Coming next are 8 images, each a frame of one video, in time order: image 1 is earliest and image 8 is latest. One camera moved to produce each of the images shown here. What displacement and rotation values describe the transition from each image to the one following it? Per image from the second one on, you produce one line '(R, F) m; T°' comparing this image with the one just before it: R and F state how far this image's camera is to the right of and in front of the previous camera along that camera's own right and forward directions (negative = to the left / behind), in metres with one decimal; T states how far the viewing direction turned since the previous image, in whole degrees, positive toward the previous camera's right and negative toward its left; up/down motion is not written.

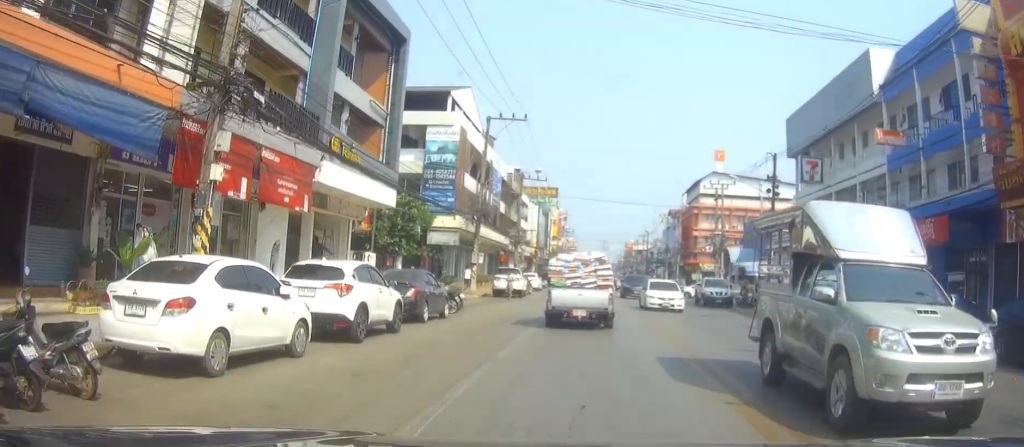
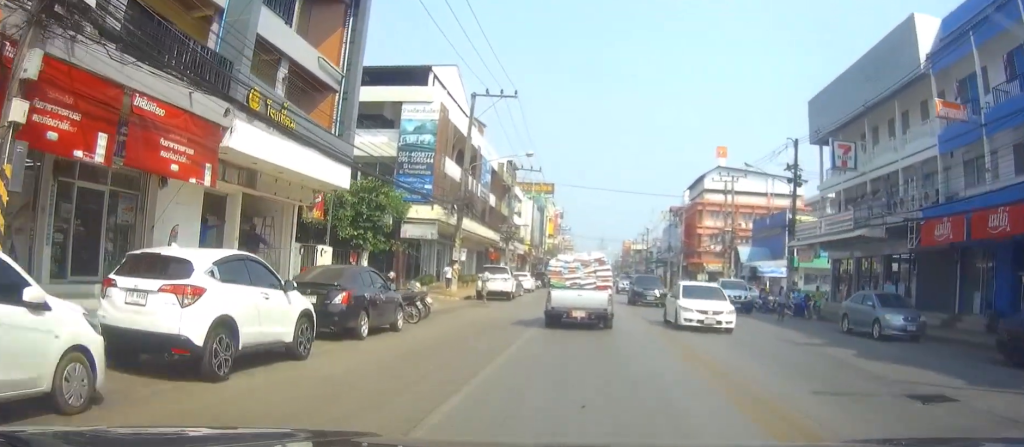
(0.0, +5.7) m; 0°
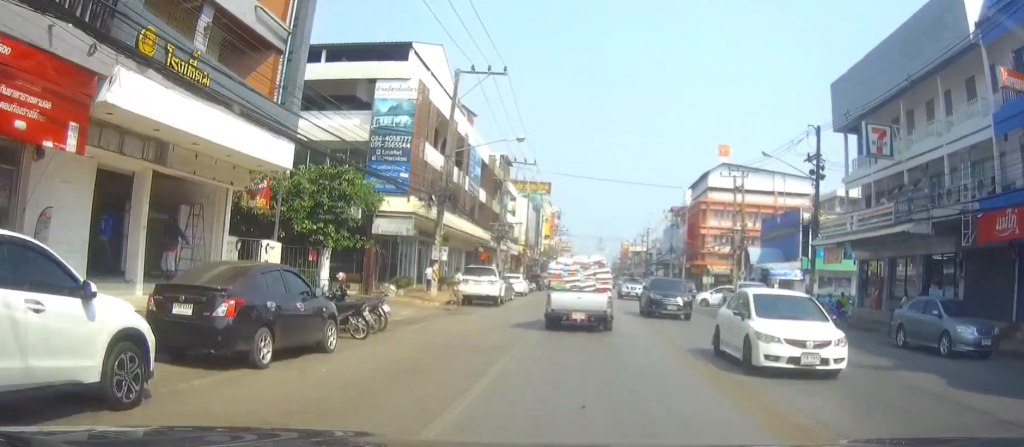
(0.0, +4.6) m; 0°
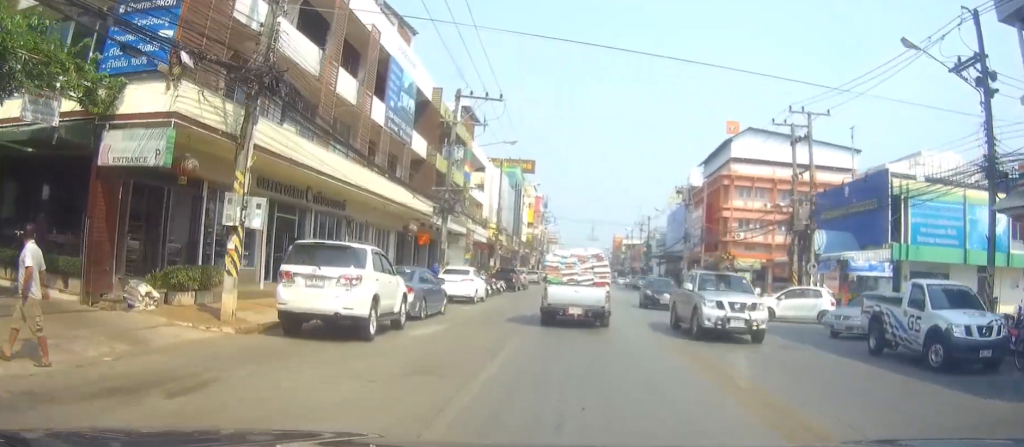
(+0.3, +19.1) m; +1°
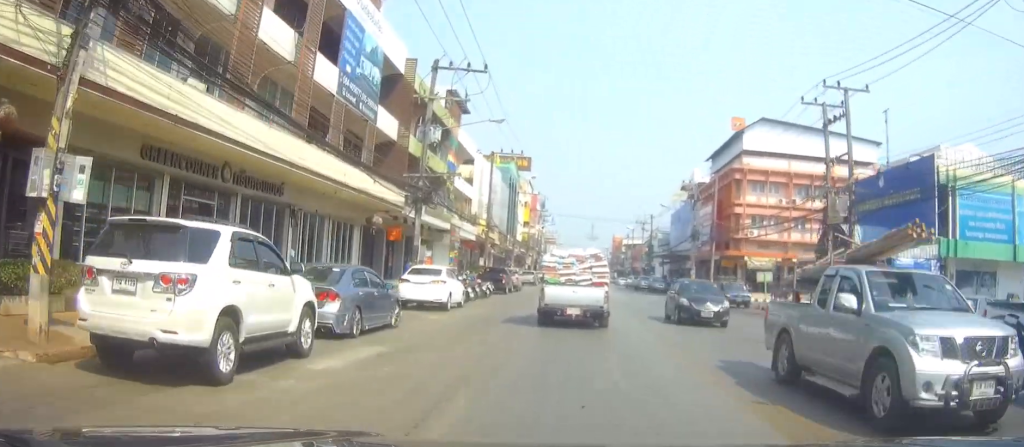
(0.0, +5.6) m; +1°
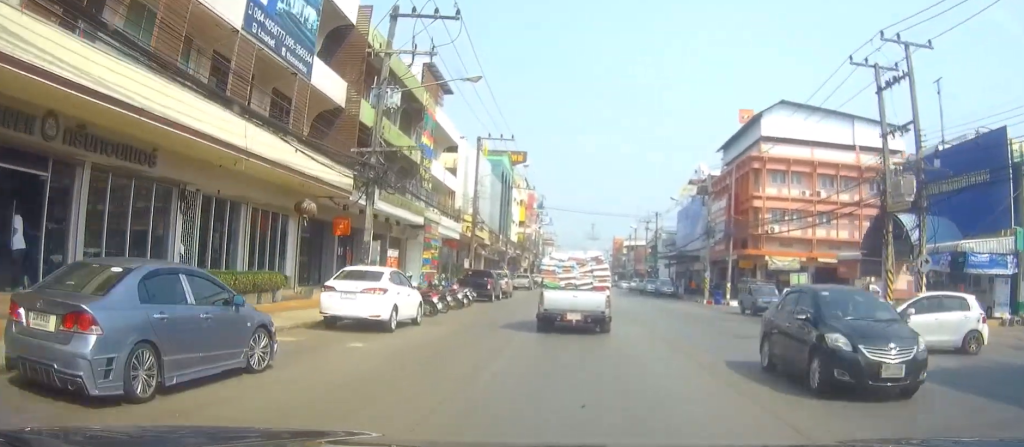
(+0.1, +7.1) m; +1°
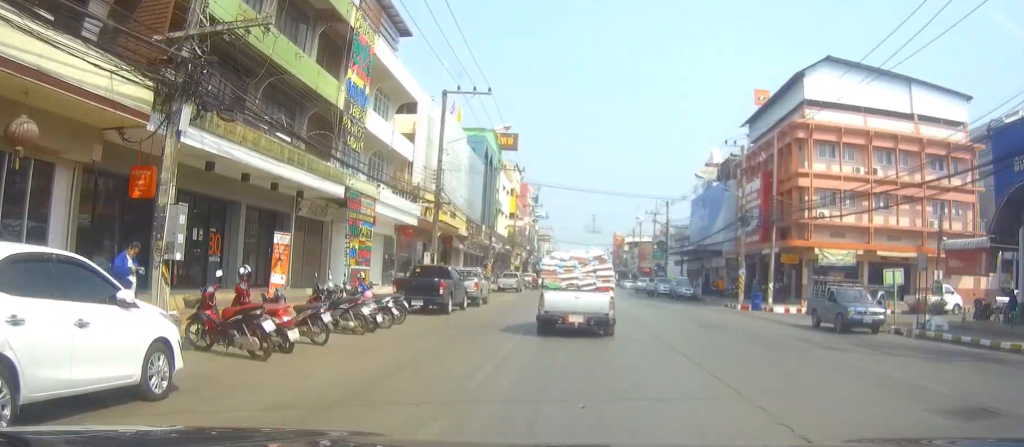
(+0.2, +12.4) m; +1°
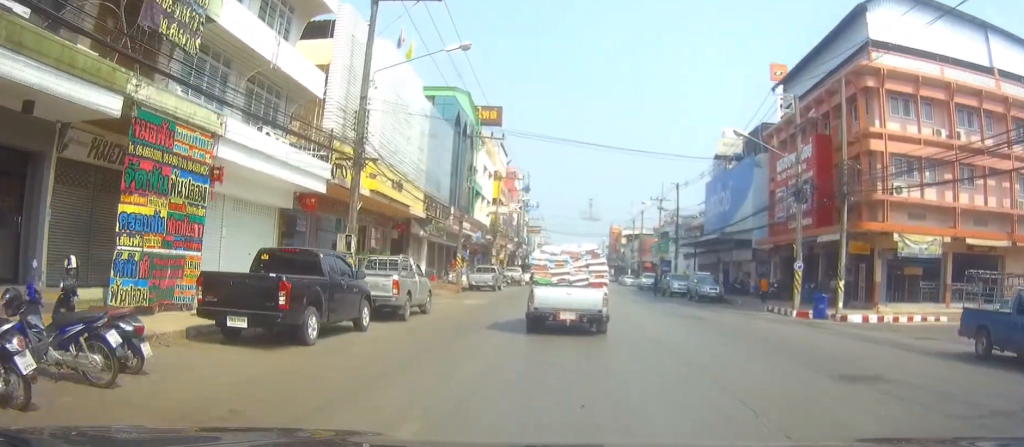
(-0.1, +12.3) m; 0°
